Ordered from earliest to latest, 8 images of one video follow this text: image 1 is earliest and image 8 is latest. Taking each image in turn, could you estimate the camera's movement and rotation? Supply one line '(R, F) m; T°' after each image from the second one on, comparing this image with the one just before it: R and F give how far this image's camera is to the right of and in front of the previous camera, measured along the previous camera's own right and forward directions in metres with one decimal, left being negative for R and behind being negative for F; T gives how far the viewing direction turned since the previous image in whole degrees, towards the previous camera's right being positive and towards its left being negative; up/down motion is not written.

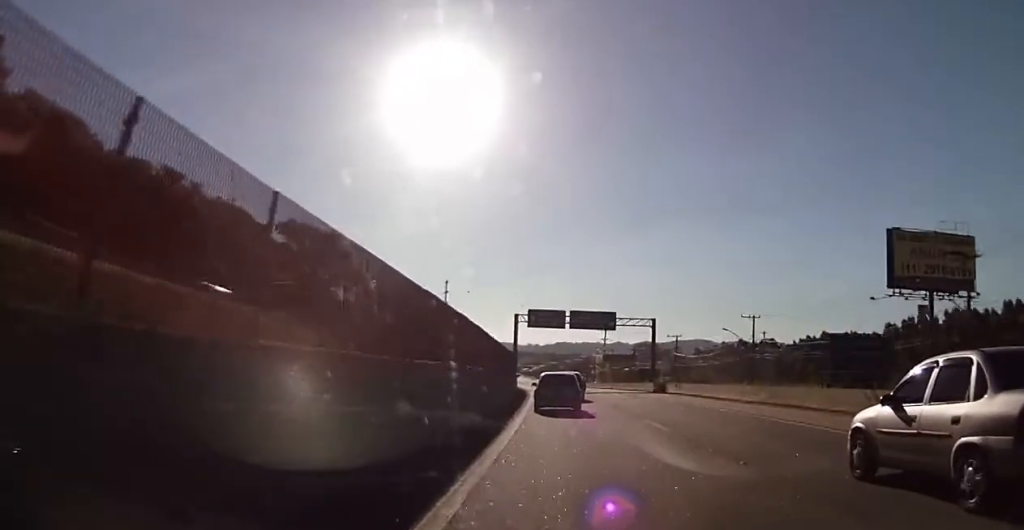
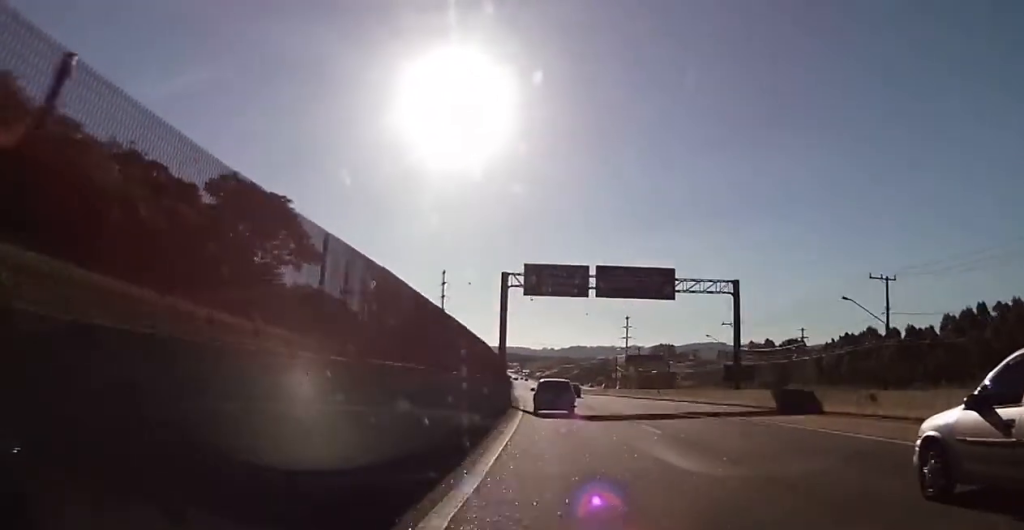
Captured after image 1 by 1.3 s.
(-0.8, +31.4) m; -3°
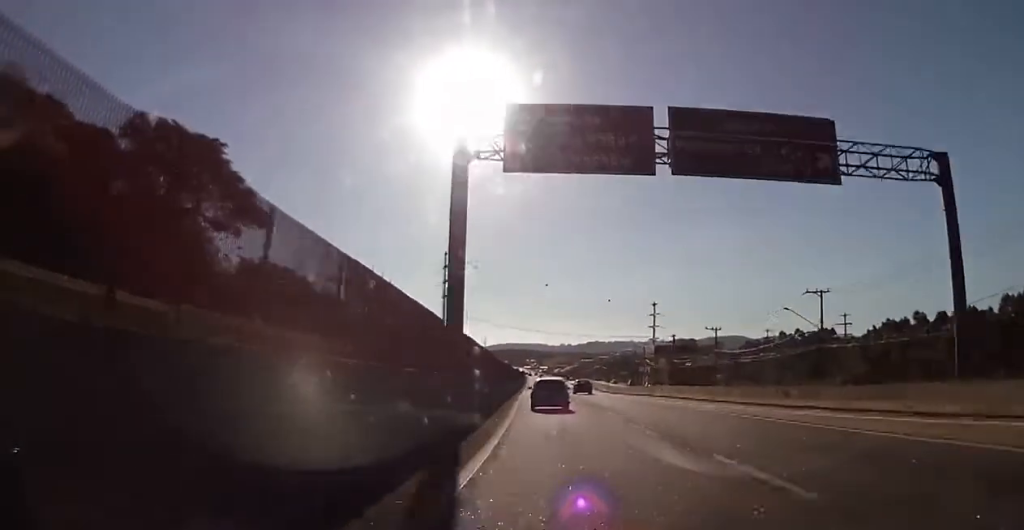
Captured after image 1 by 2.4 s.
(-0.3, +24.4) m; -2°
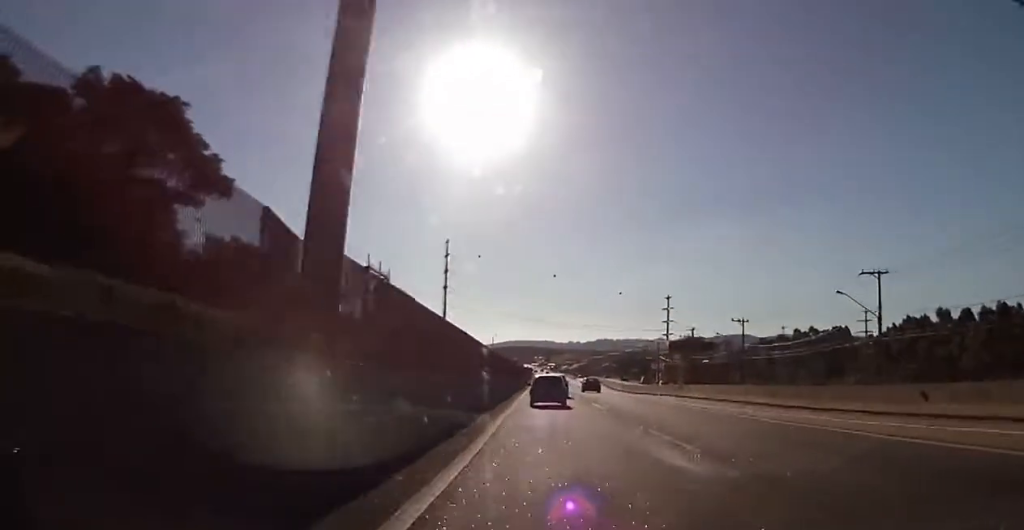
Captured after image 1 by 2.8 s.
(-0.2, +9.6) m; 0°
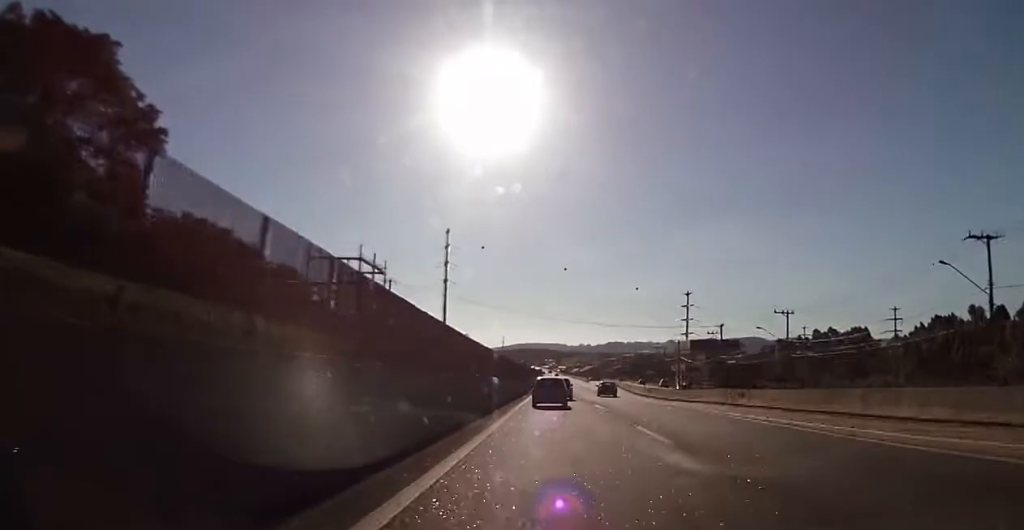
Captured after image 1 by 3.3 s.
(-0.2, +13.6) m; 0°
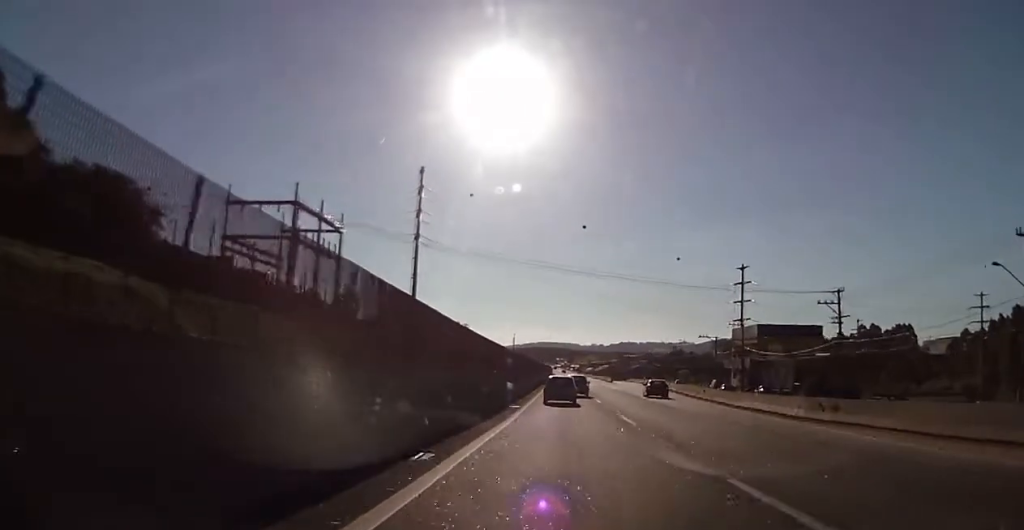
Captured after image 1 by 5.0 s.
(-0.4, +41.0) m; -2°
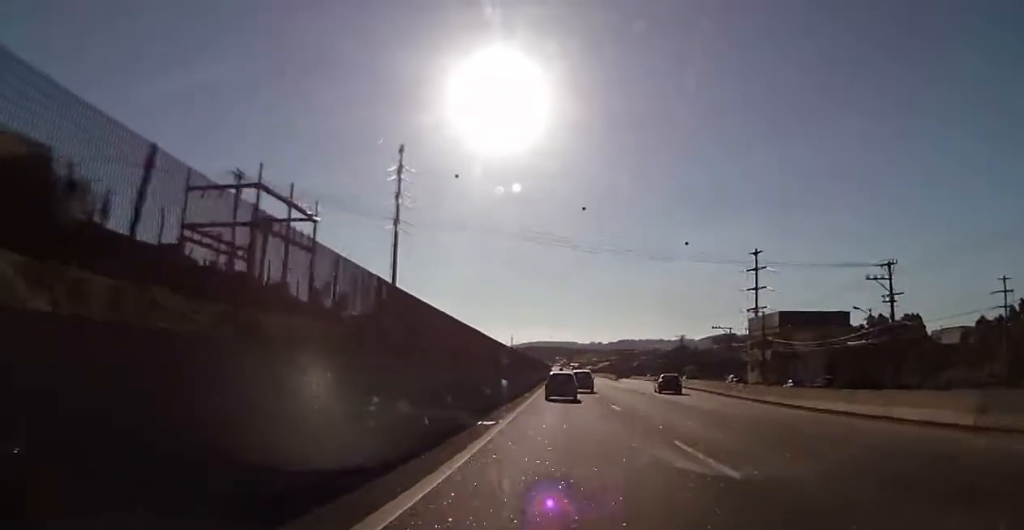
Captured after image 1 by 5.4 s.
(-0.1, +11.2) m; -1°
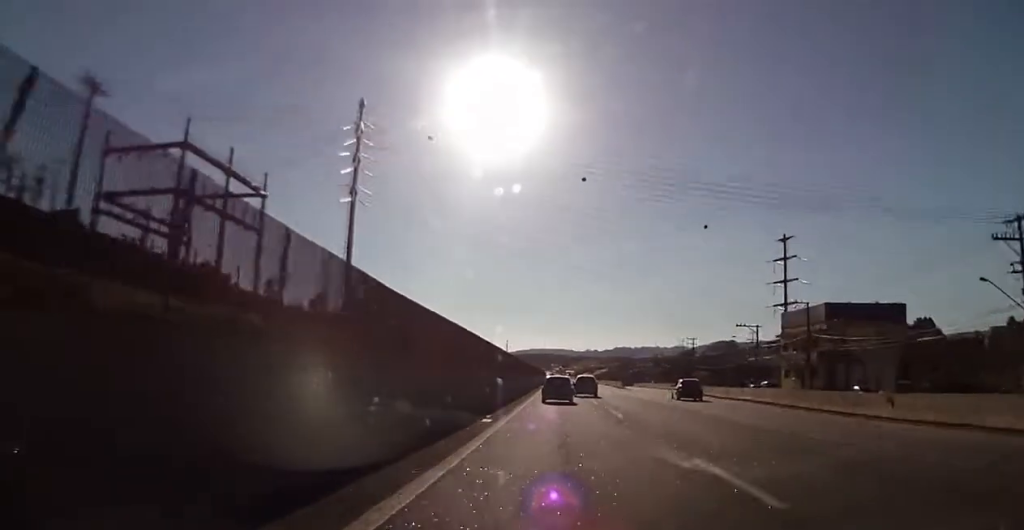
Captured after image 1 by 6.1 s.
(0.0, +18.3) m; 0°
